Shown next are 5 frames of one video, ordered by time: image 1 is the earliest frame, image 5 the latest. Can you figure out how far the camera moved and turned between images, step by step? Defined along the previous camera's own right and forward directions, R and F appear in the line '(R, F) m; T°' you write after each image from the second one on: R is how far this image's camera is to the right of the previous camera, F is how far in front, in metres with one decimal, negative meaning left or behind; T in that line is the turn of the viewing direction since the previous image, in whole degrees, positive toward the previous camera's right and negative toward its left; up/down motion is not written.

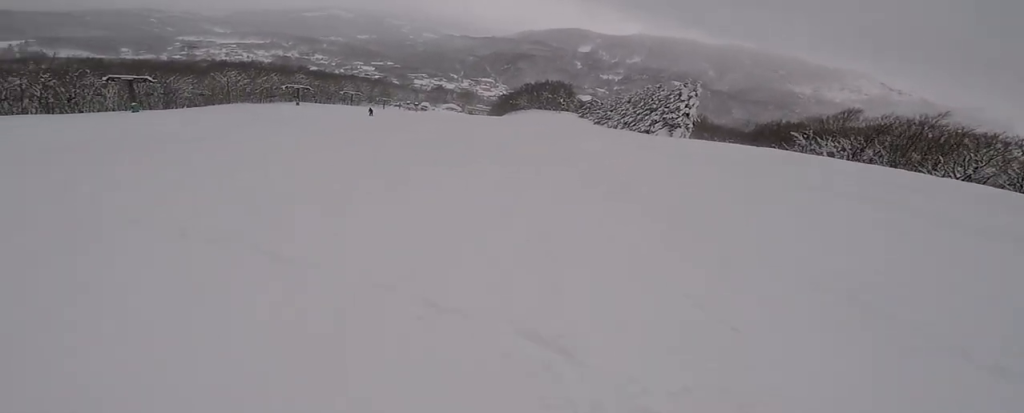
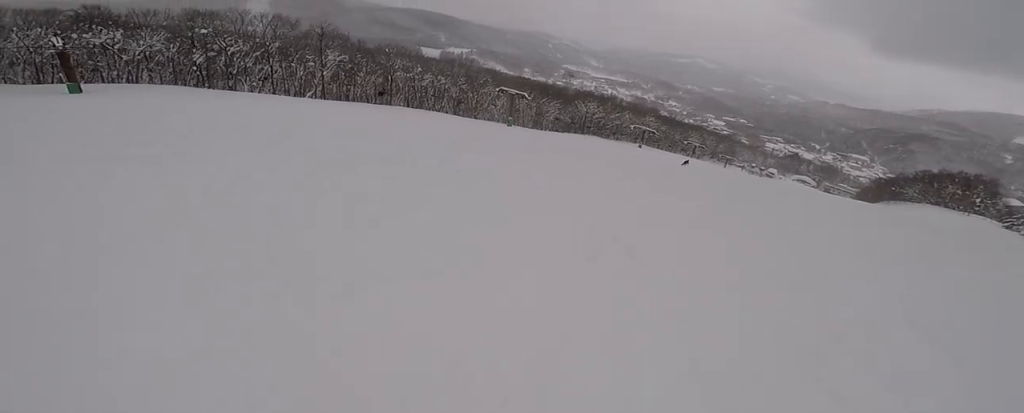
(-1.6, +6.1) m; -15°
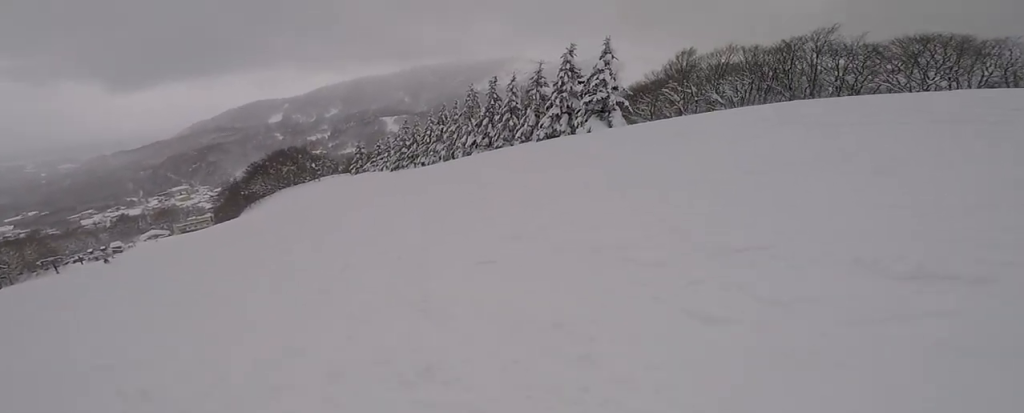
(+14.9, +20.3) m; +68°
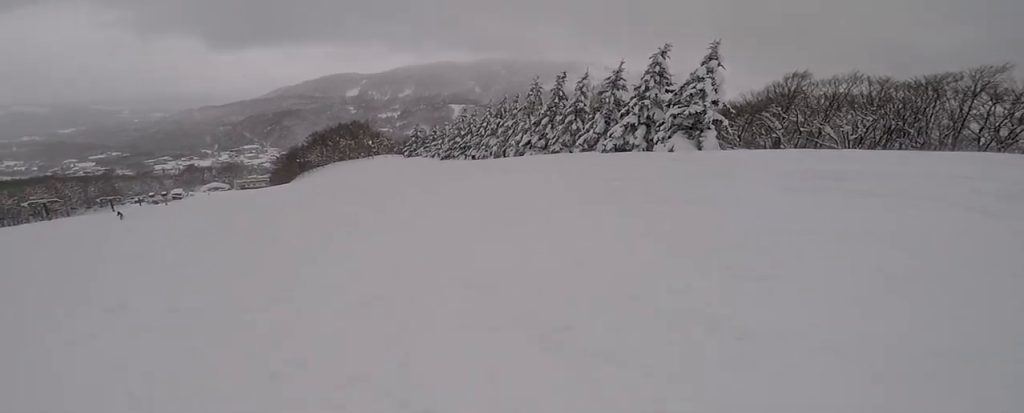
(-0.1, +6.1) m; -5°
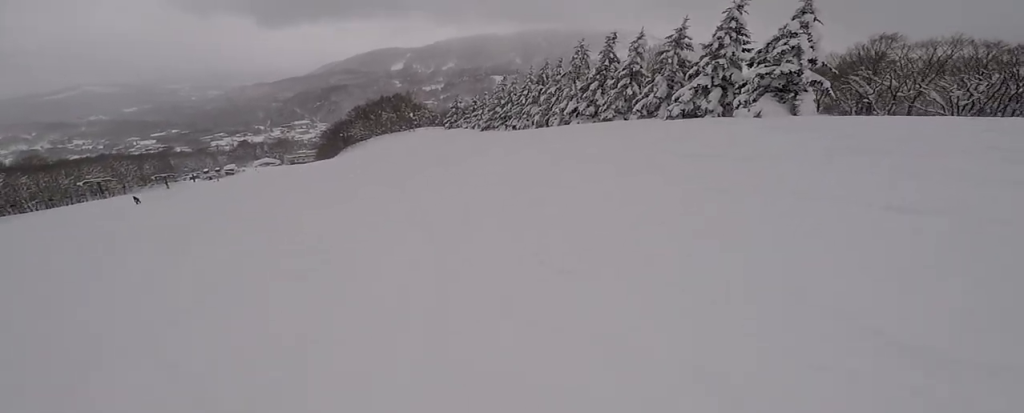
(-0.2, +4.7) m; -4°
